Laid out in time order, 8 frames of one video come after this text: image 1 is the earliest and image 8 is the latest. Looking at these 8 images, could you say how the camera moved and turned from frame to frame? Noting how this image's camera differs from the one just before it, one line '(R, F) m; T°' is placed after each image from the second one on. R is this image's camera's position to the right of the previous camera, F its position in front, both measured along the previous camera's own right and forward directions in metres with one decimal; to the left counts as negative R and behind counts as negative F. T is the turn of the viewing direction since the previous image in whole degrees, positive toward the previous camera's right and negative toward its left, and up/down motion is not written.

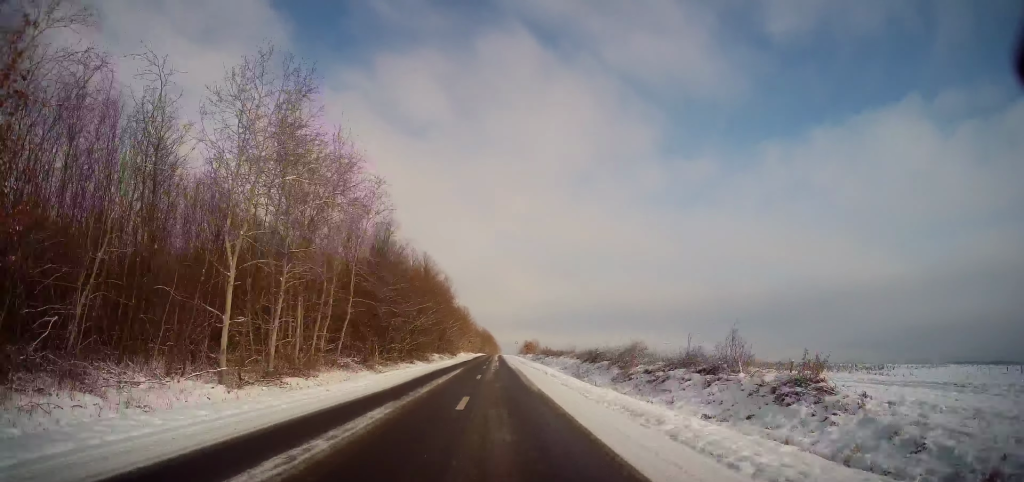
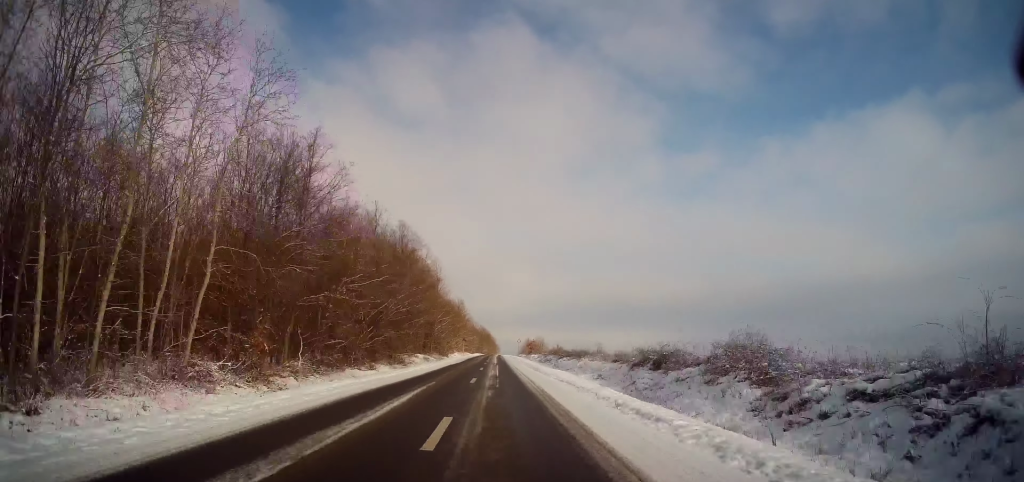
(+0.1, +17.1) m; 0°
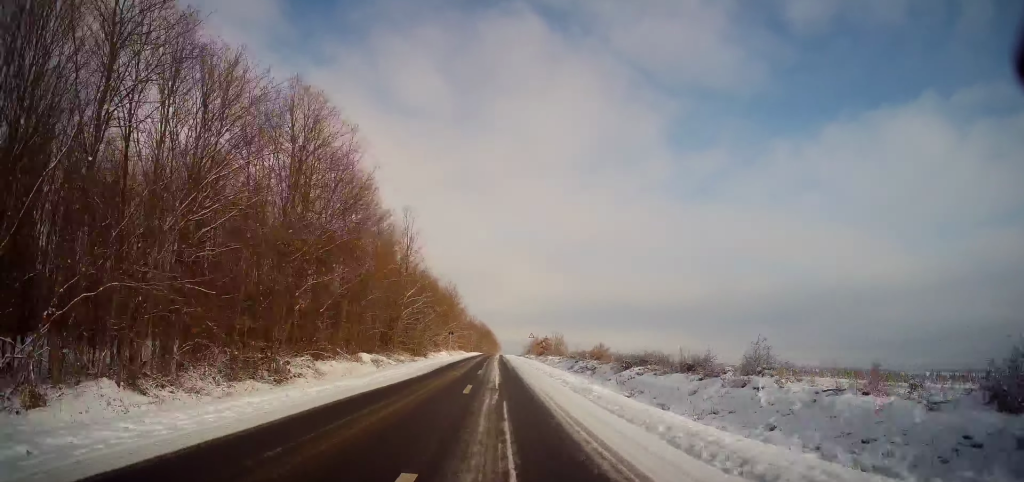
(-0.3, +28.1) m; -1°
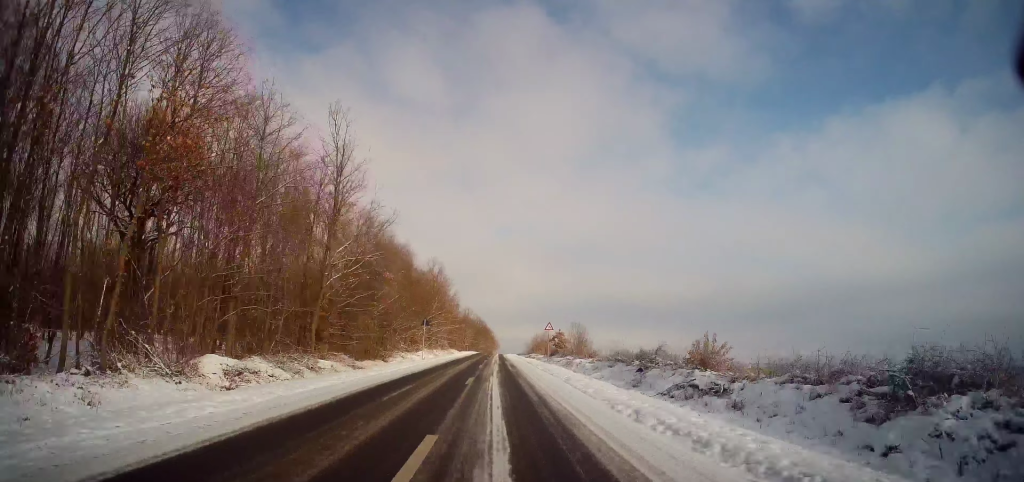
(0.0, +21.4) m; 0°
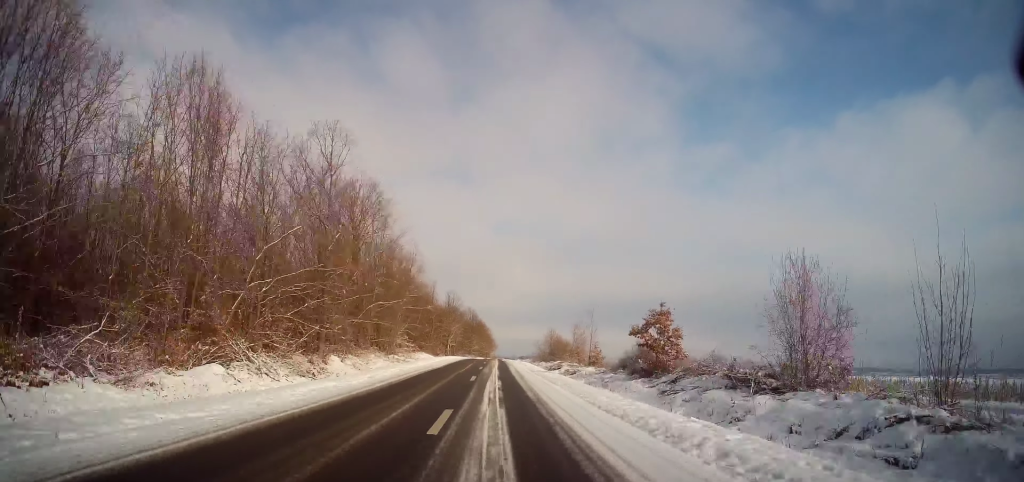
(+0.2, +44.4) m; +1°
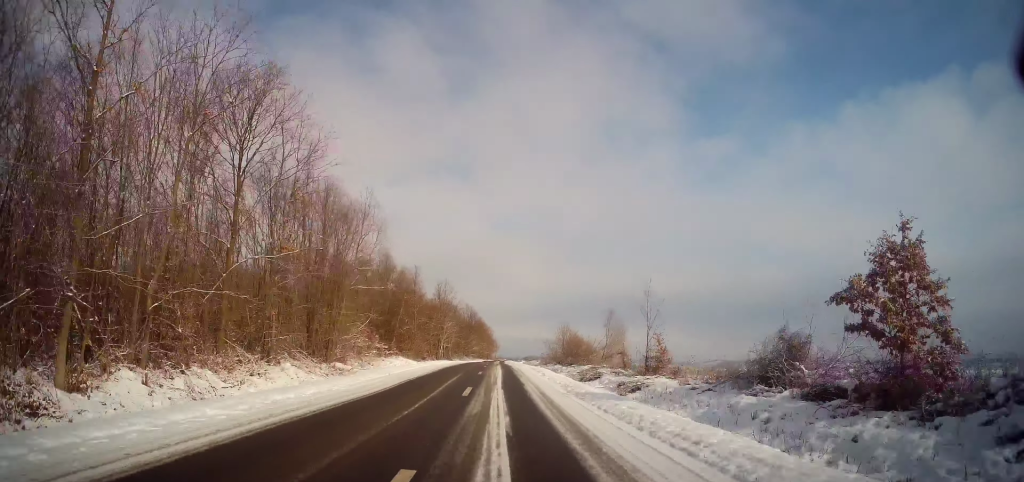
(+0.1, +17.3) m; 0°
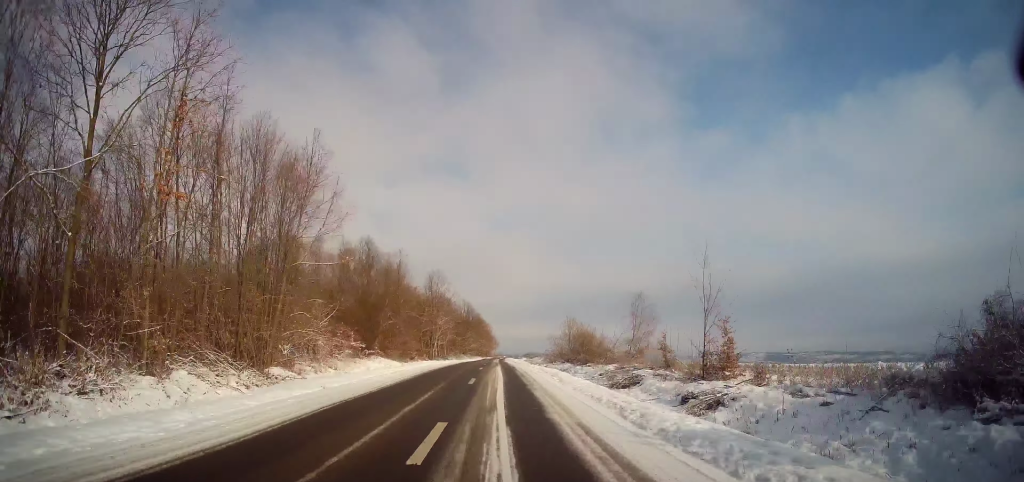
(+0.1, +8.6) m; 0°
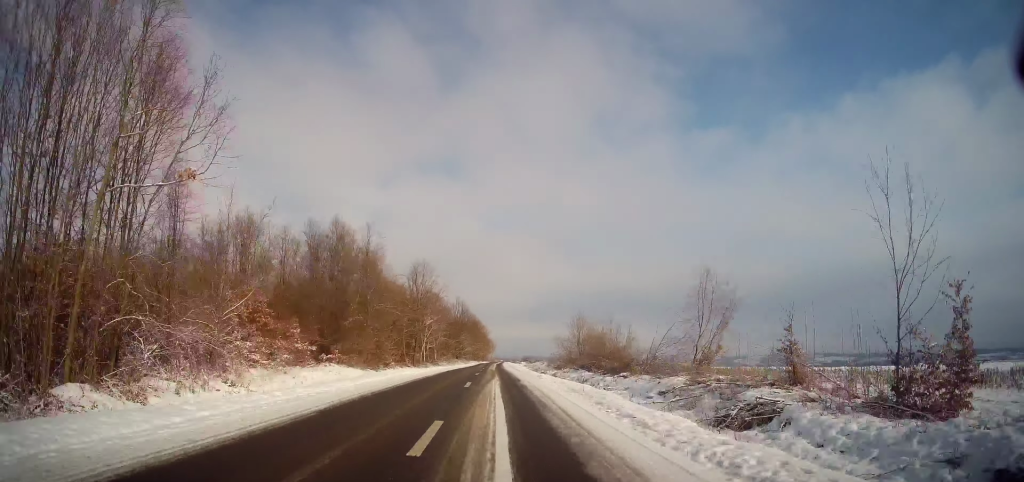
(0.0, +11.5) m; 0°
